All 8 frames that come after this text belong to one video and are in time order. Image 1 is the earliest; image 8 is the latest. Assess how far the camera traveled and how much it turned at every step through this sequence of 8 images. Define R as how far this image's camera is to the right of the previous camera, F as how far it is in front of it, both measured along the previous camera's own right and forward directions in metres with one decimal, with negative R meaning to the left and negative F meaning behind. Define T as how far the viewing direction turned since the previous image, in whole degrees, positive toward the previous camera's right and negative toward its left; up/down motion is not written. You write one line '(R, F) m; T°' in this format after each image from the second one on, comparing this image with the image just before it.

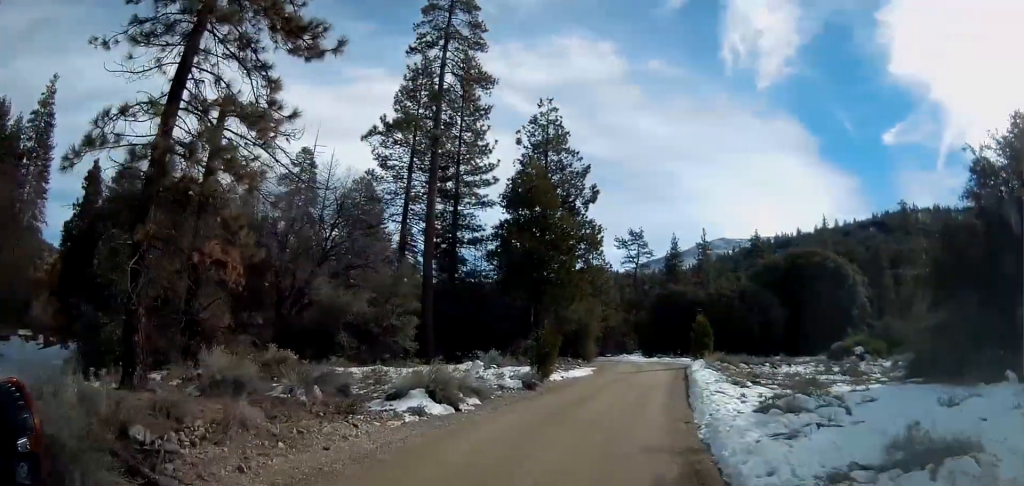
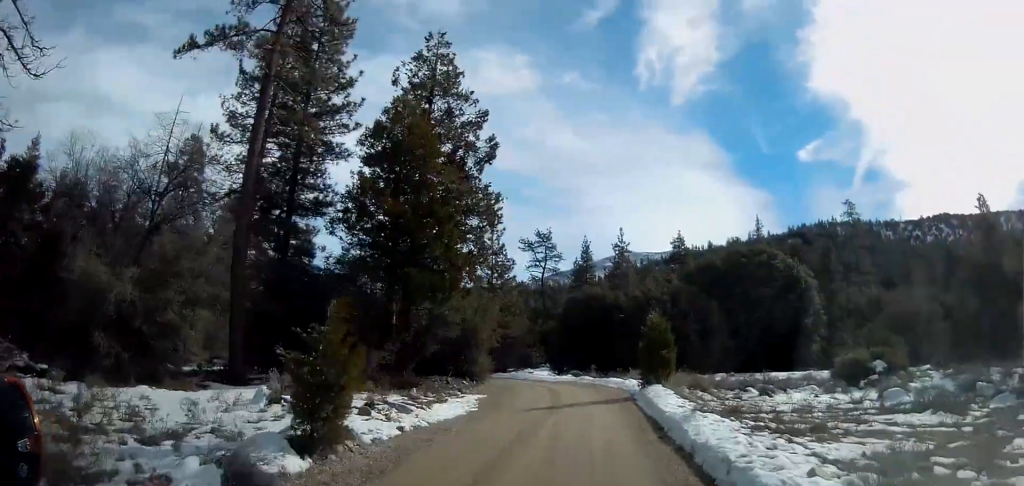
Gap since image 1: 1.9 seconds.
(+1.8, +13.2) m; +13°
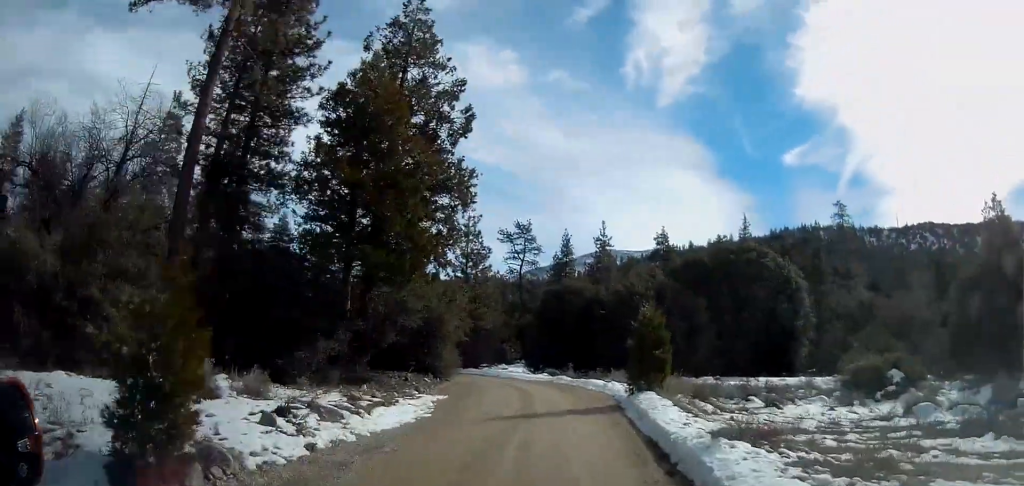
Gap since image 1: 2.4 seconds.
(0.0, +3.5) m; +1°
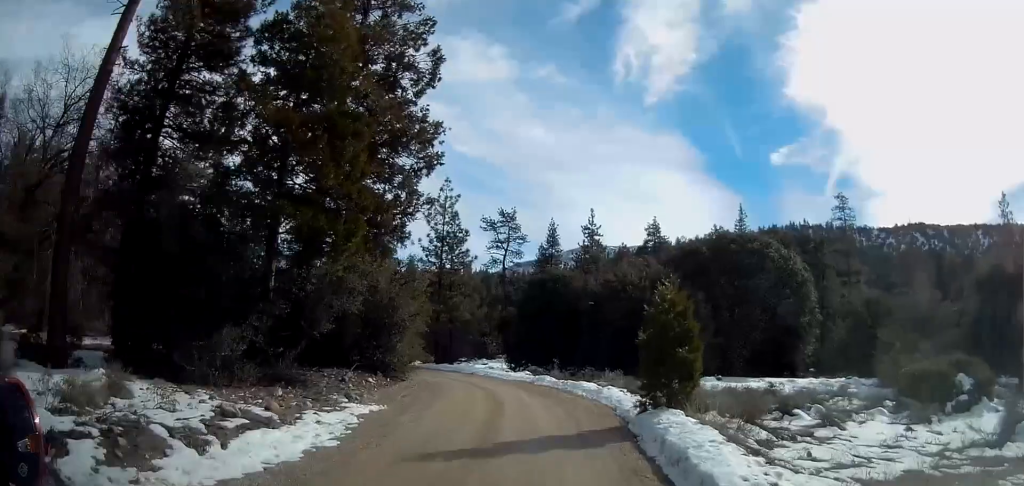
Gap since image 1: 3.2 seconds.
(+0.1, +5.9) m; -1°
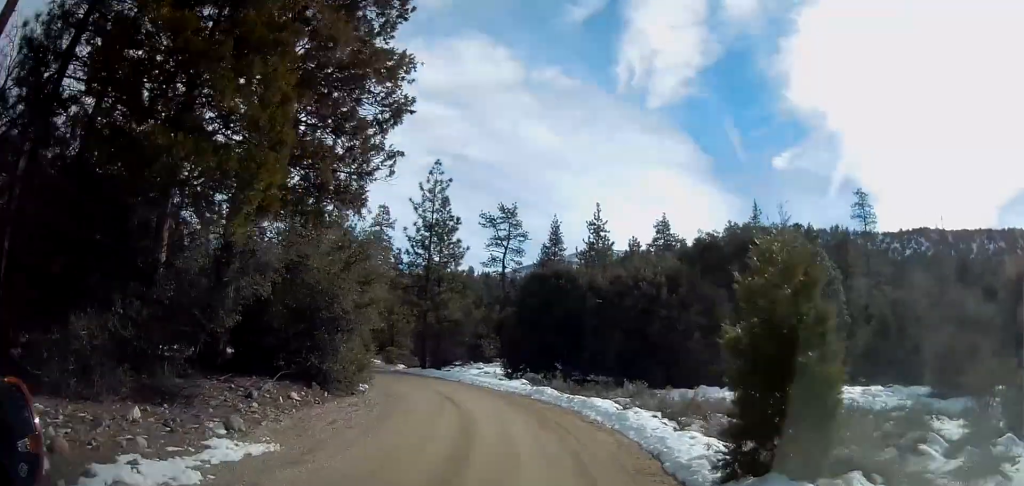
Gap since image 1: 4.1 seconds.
(-0.1, +6.7) m; -4°
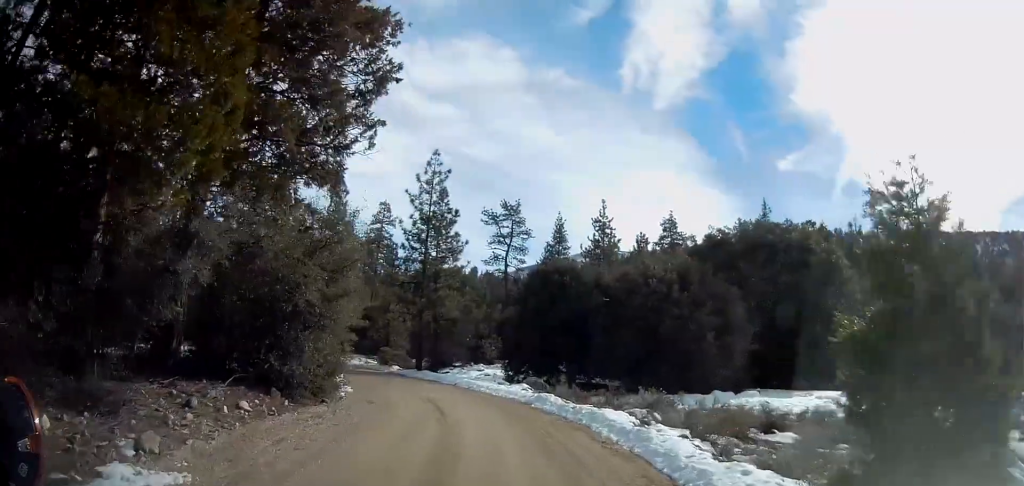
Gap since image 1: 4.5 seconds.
(-0.2, +2.7) m; -1°
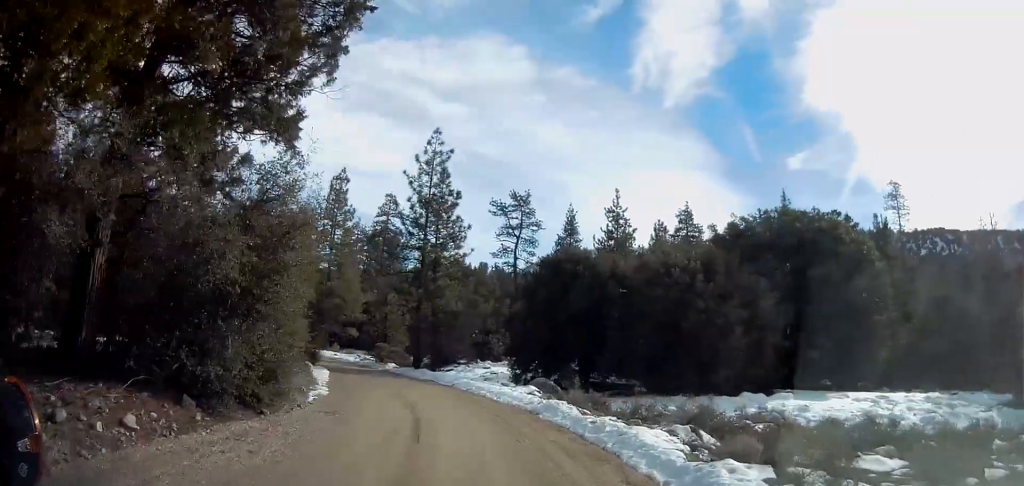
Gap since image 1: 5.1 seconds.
(-0.1, +4.1) m; -2°
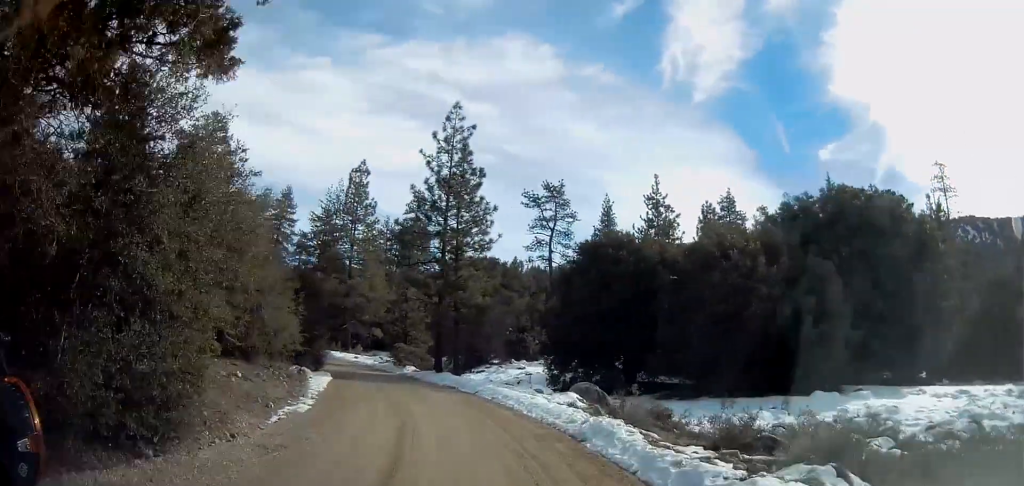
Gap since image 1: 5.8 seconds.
(+0.3, +4.9) m; -2°
